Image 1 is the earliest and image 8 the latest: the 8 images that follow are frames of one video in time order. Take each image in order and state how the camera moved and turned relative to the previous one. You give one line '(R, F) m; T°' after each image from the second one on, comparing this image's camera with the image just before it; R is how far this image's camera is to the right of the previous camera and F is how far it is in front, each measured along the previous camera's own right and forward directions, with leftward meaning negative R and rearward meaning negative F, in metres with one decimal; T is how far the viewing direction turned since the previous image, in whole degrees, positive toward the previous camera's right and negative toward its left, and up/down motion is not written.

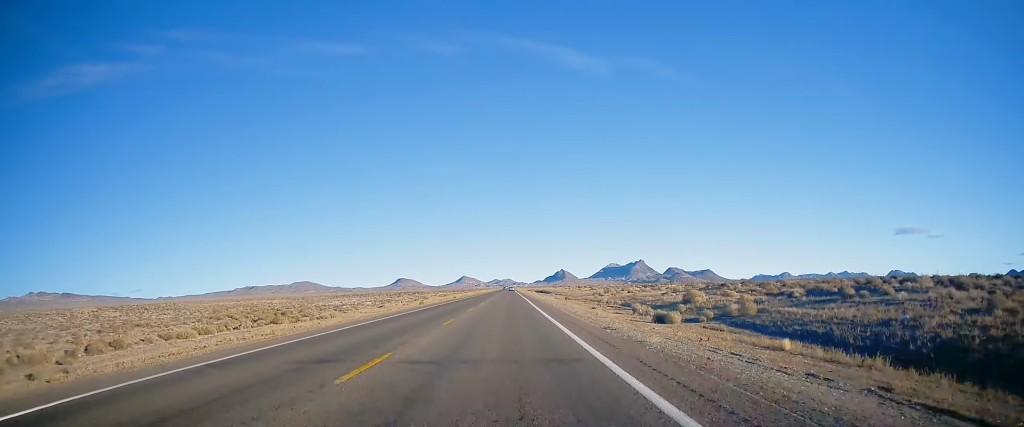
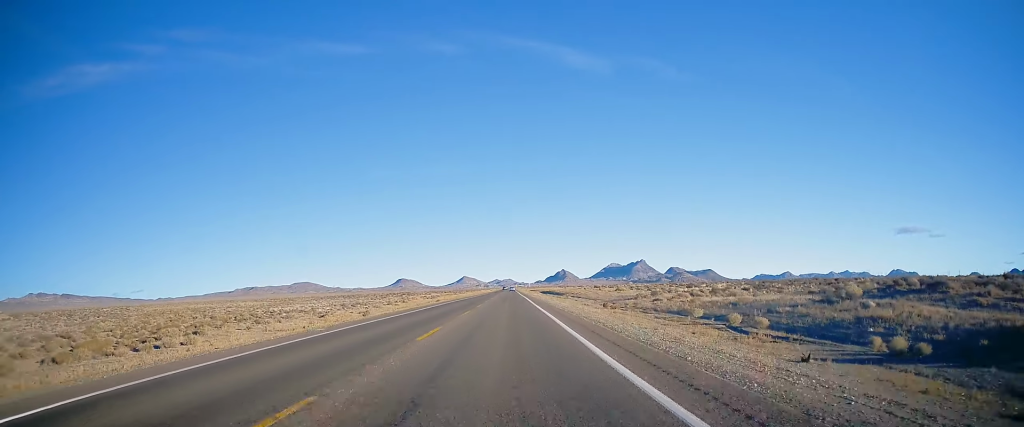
(0.0, +29.7) m; 0°
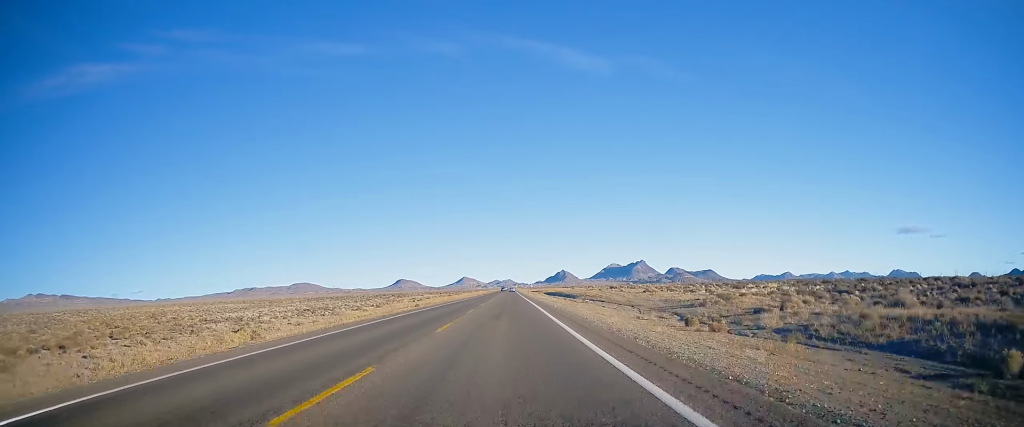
(-0.1, +21.0) m; +1°
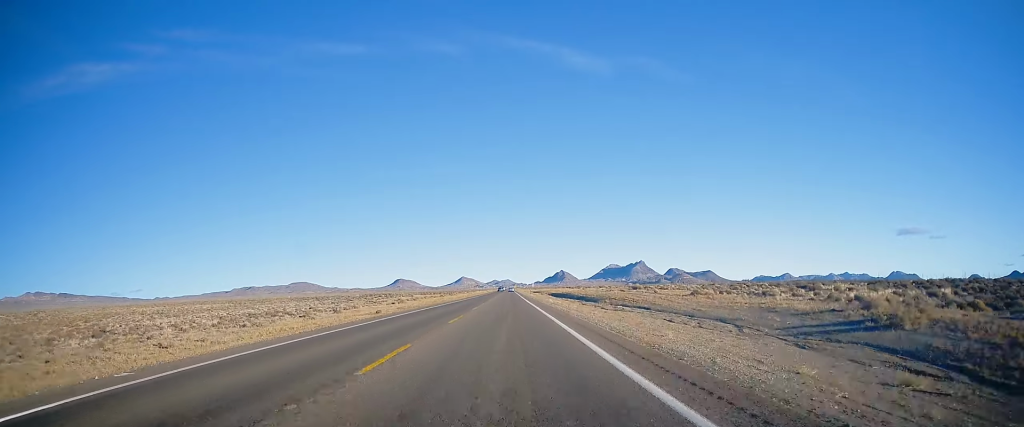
(+0.2, +20.9) m; 0°
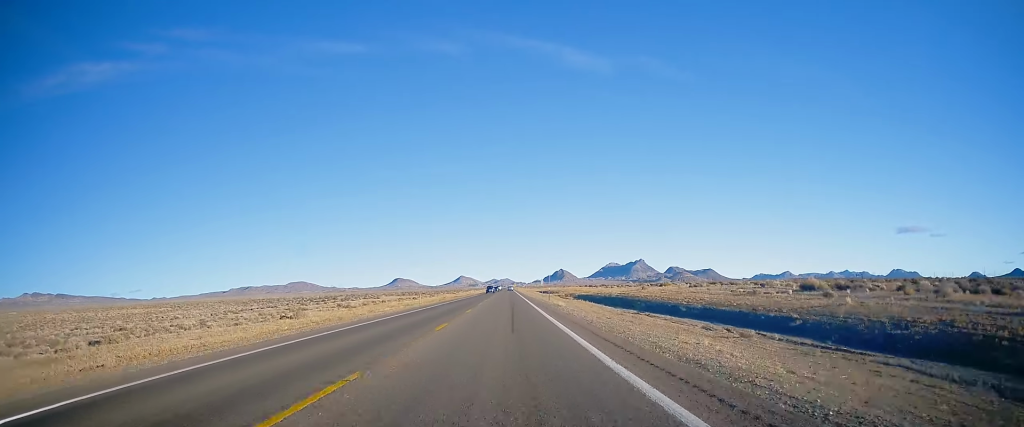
(-0.1, +52.7) m; -1°
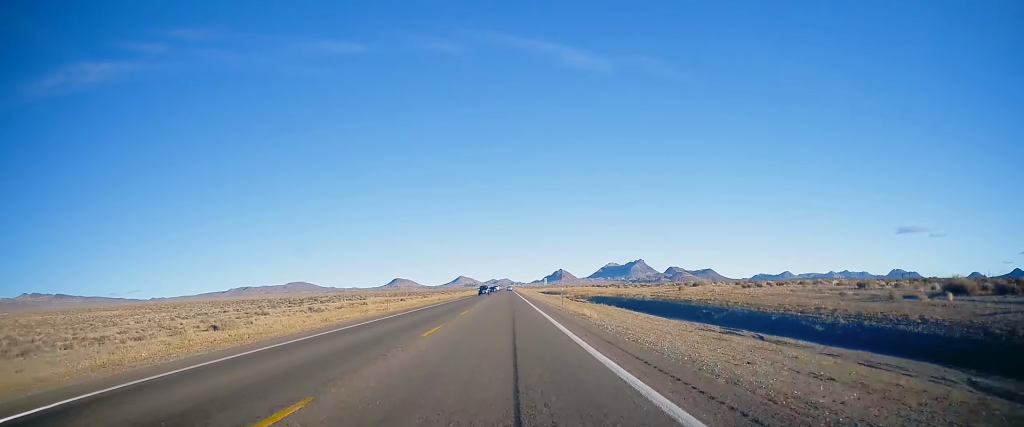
(0.0, +14.3) m; 0°
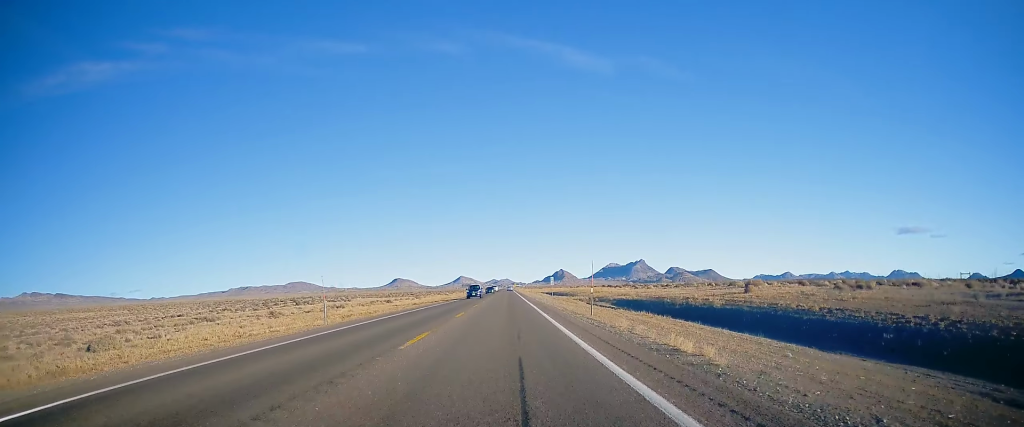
(0.0, +14.2) m; 0°
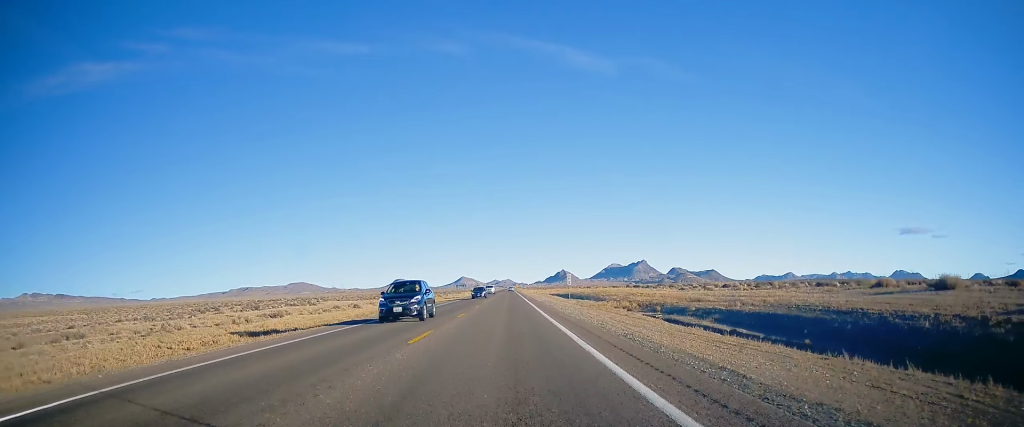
(0.0, +24.1) m; +1°
